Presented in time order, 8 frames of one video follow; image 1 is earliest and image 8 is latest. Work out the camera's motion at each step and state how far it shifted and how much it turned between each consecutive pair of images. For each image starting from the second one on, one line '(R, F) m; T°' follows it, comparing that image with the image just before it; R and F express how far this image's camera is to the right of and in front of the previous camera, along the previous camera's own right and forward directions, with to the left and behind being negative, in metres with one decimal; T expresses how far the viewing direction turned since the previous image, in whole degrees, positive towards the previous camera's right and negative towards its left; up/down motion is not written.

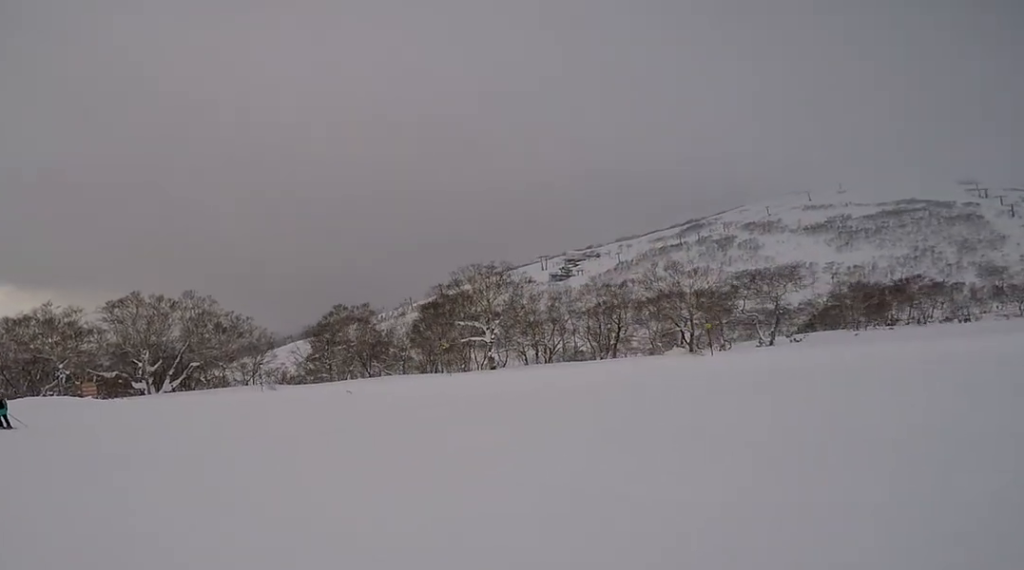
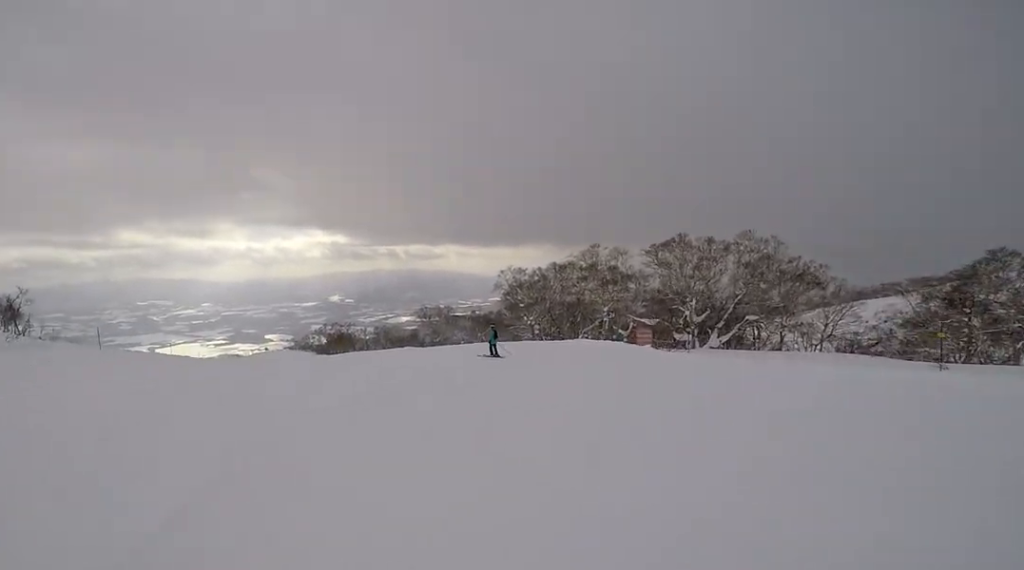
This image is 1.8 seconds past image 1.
(-1.1, +6.7) m; -18°
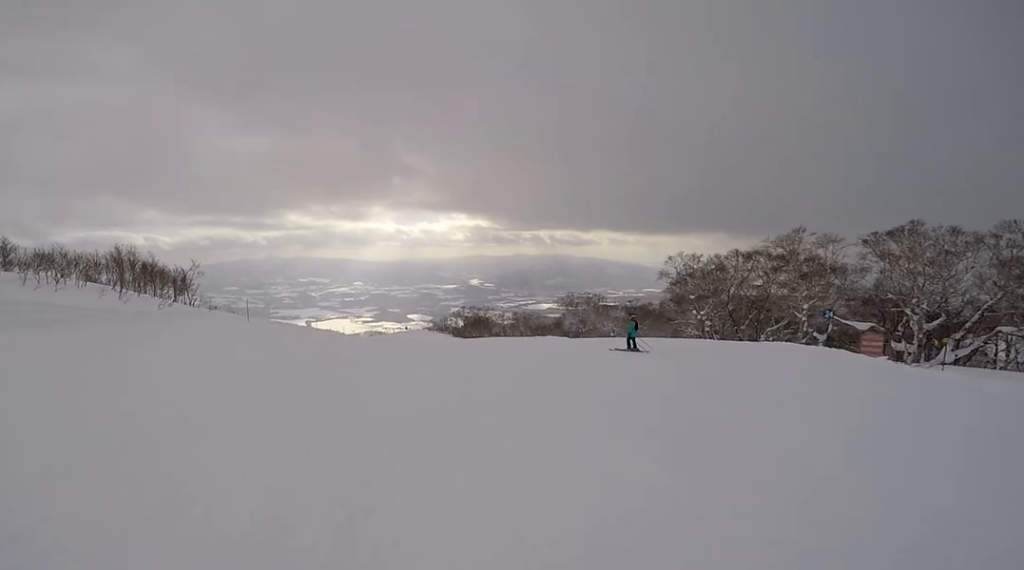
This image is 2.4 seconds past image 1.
(-0.1, +2.4) m; -6°
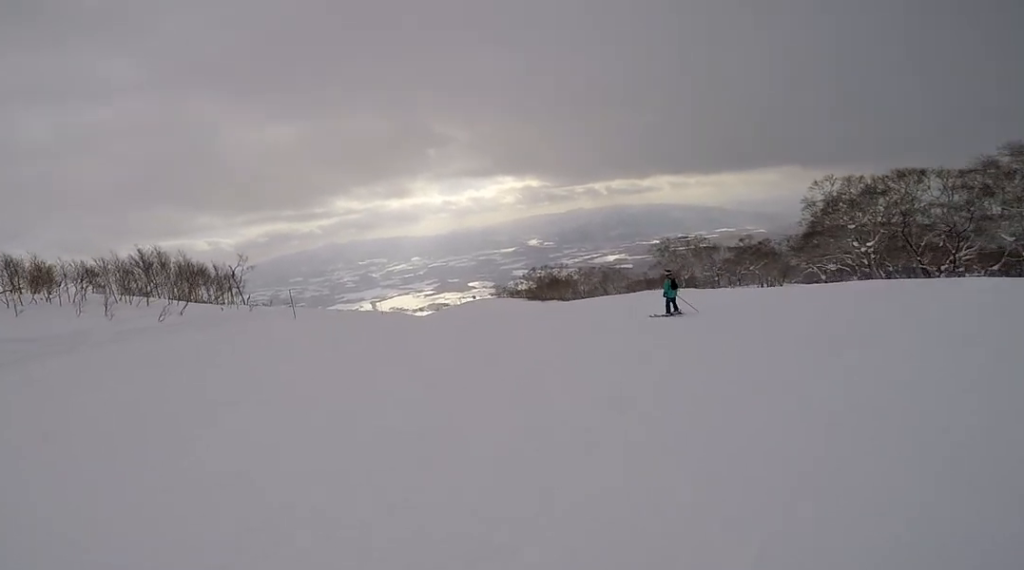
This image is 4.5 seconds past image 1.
(-1.4, +8.2) m; -12°
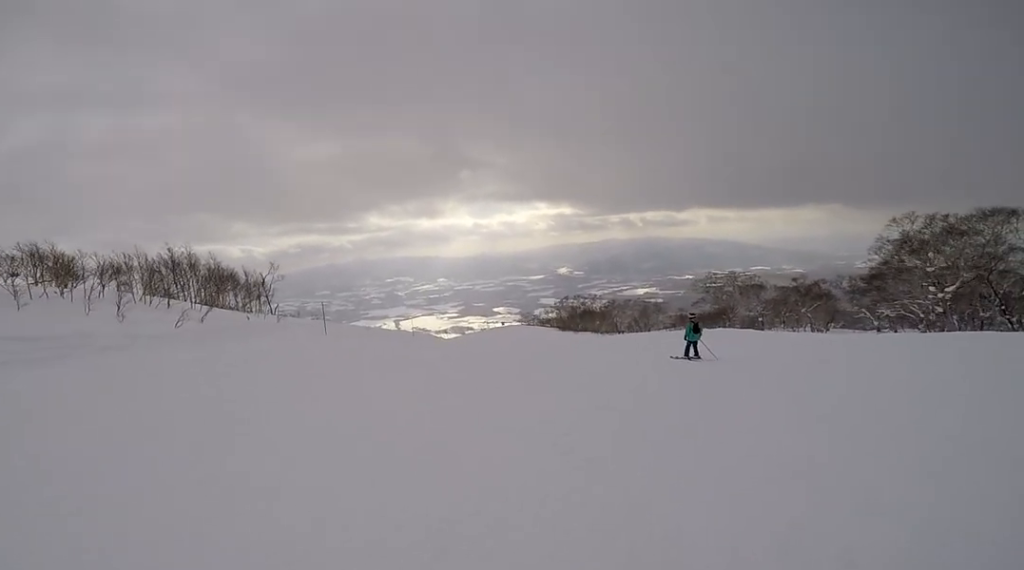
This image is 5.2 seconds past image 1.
(+0.1, +2.6) m; +4°
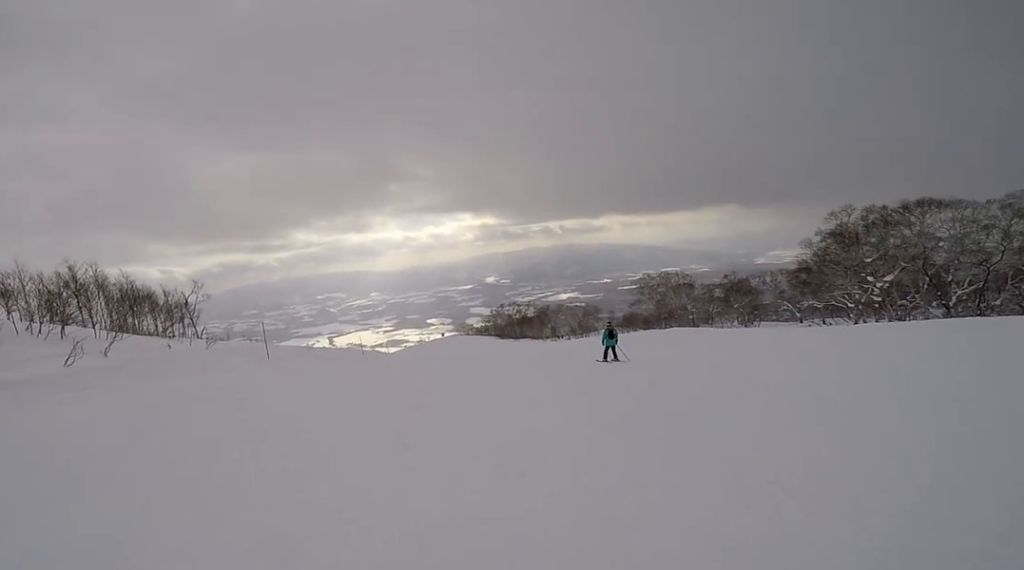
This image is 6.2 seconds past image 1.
(+0.2, +3.9) m; +10°
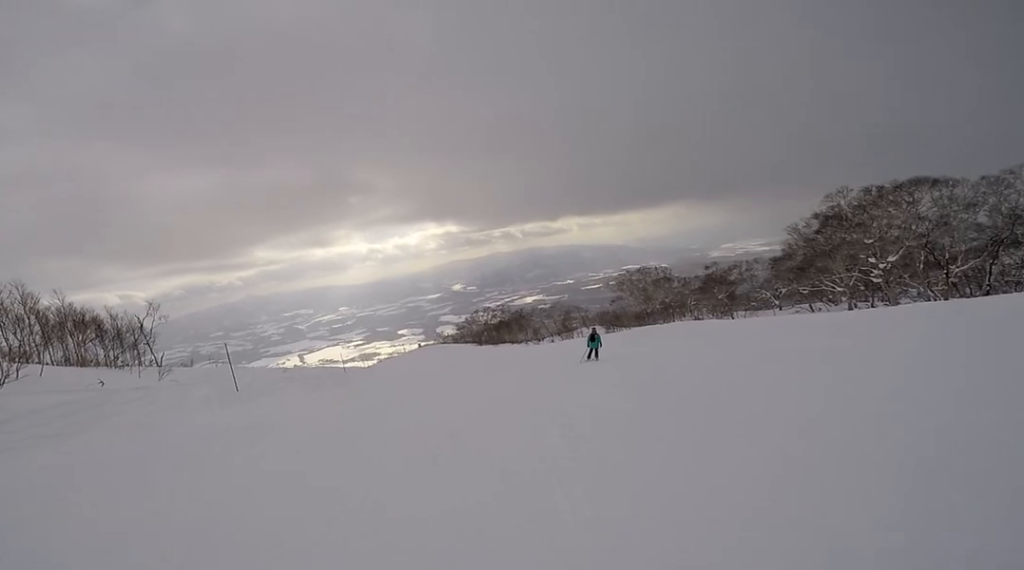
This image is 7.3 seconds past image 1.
(+0.6, +4.3) m; +16°
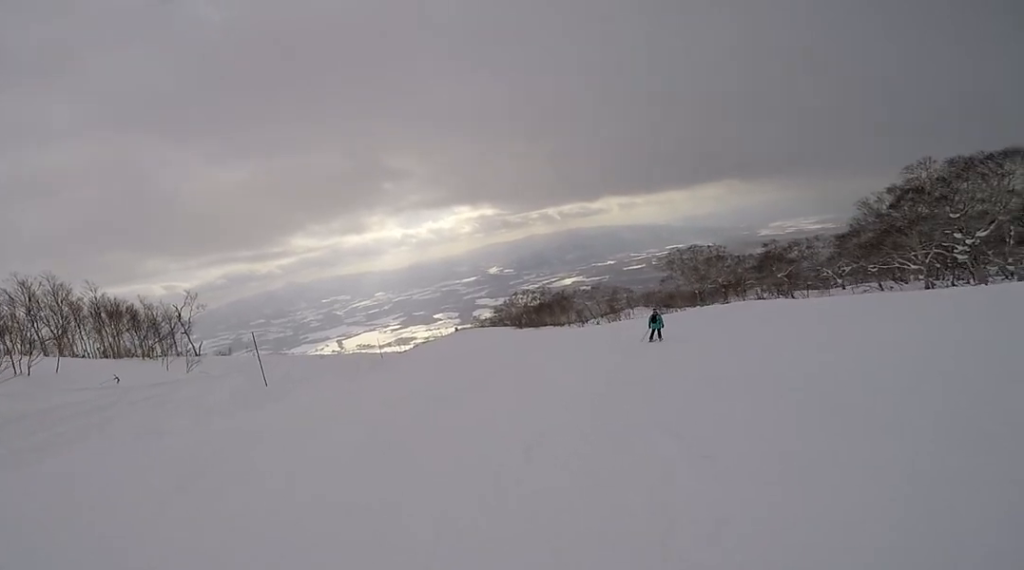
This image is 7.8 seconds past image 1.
(+0.1, +1.7) m; +6°
